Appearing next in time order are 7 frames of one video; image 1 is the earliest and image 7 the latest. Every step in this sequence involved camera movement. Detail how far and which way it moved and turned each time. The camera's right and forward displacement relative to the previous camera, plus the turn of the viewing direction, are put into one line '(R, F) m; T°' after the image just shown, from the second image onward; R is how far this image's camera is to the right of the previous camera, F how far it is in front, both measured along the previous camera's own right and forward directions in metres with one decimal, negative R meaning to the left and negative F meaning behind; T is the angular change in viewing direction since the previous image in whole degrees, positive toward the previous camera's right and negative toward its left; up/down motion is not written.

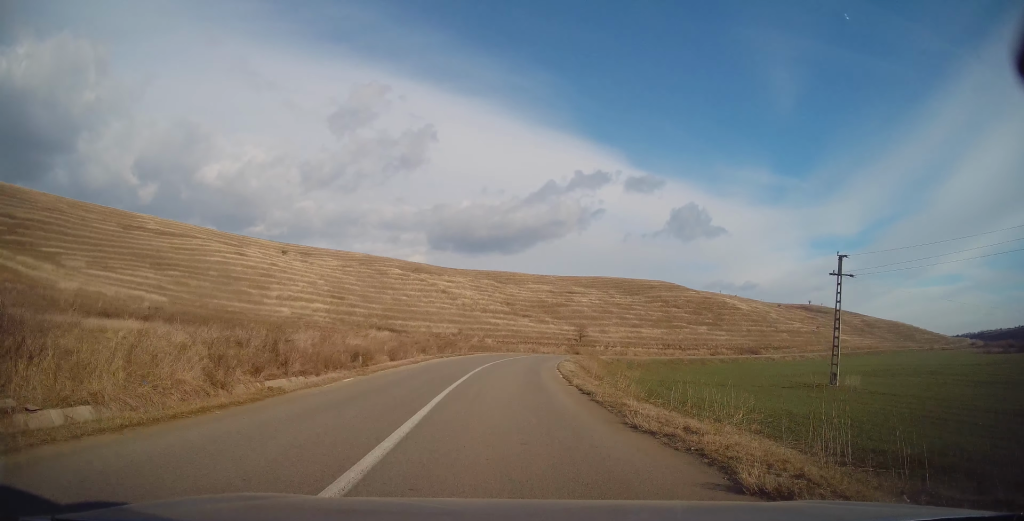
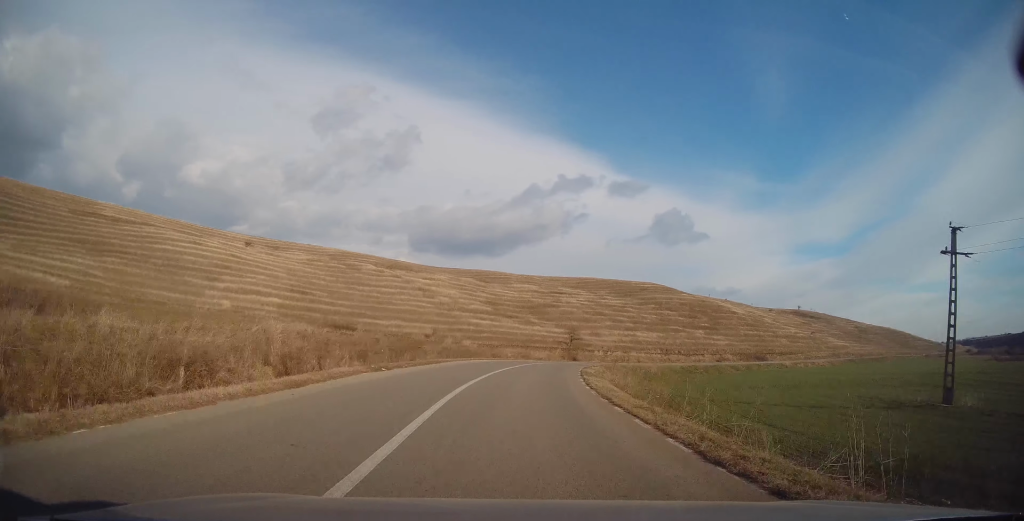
(+0.1, +15.4) m; +2°
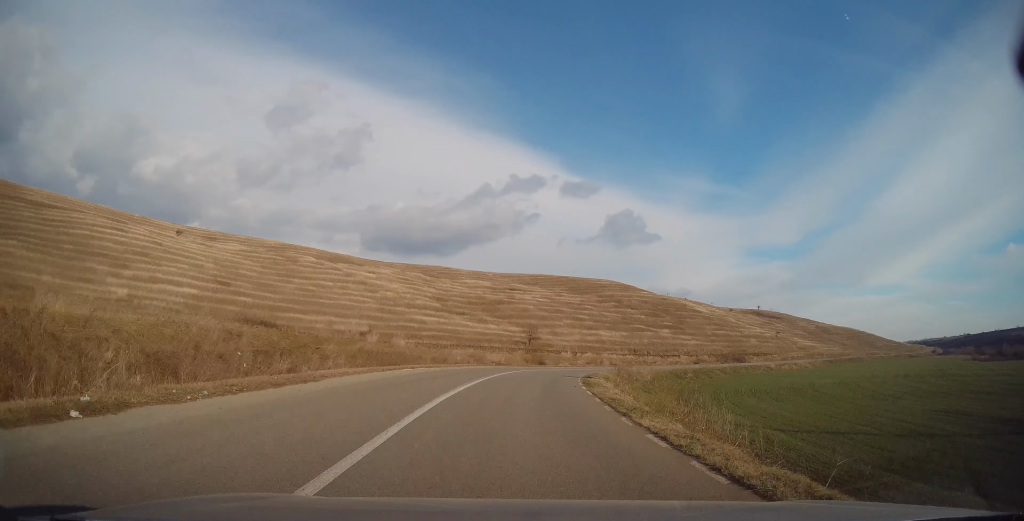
(+0.1, +13.7) m; +3°
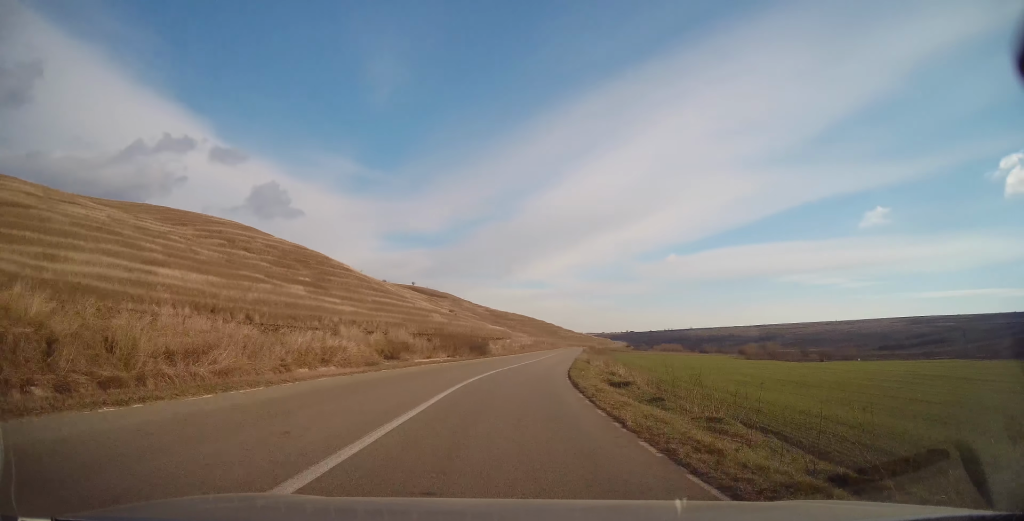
(+25.6, +71.8) m; +39°
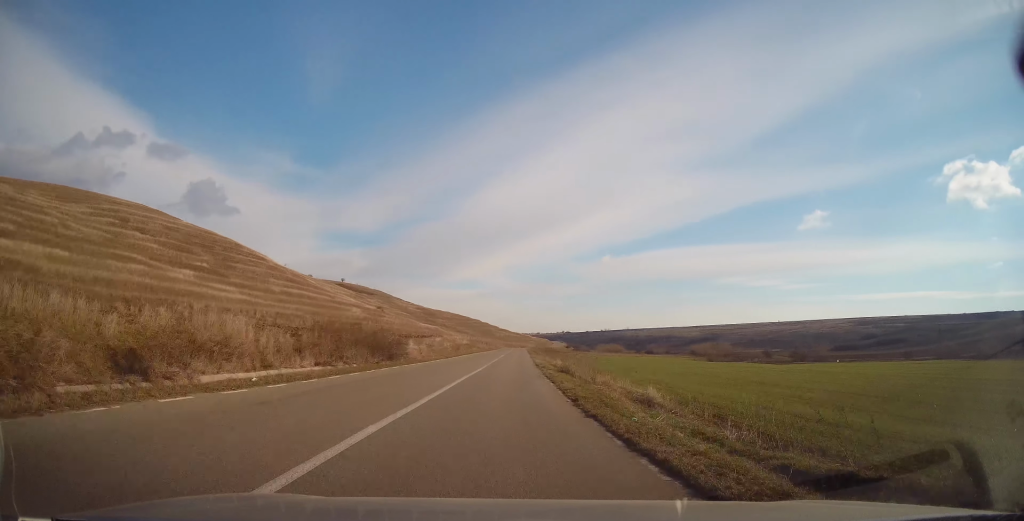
(+1.2, +19.1) m; +5°
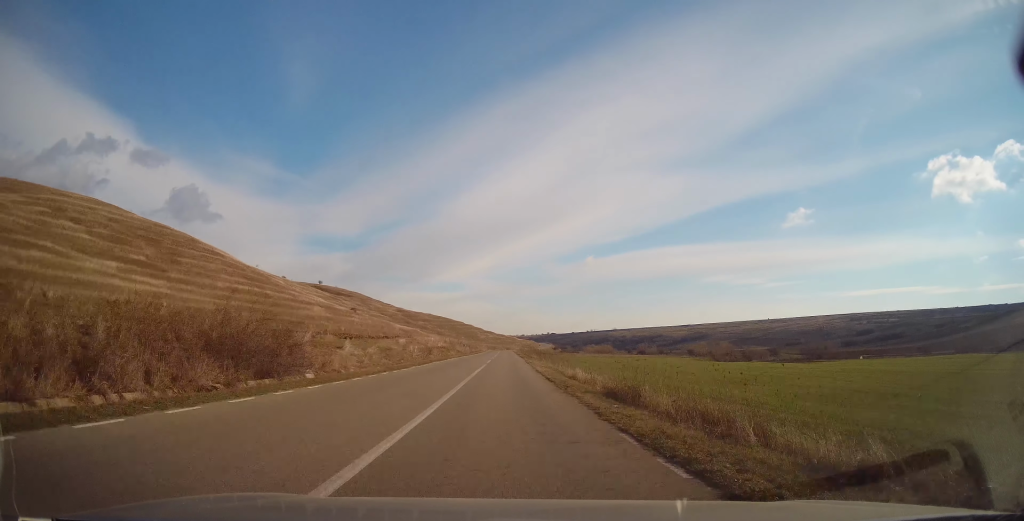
(+0.5, +15.7) m; +3°
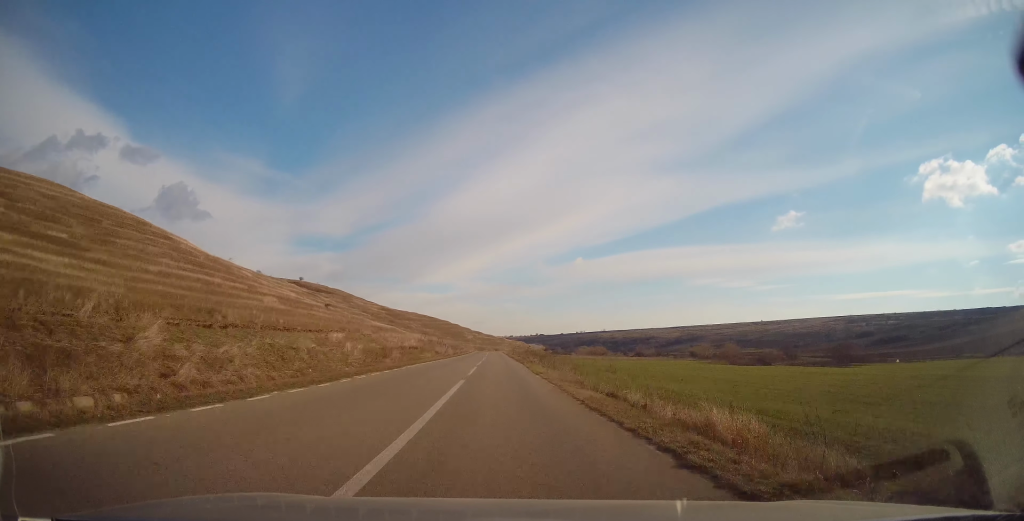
(+0.3, +17.2) m; +2°
